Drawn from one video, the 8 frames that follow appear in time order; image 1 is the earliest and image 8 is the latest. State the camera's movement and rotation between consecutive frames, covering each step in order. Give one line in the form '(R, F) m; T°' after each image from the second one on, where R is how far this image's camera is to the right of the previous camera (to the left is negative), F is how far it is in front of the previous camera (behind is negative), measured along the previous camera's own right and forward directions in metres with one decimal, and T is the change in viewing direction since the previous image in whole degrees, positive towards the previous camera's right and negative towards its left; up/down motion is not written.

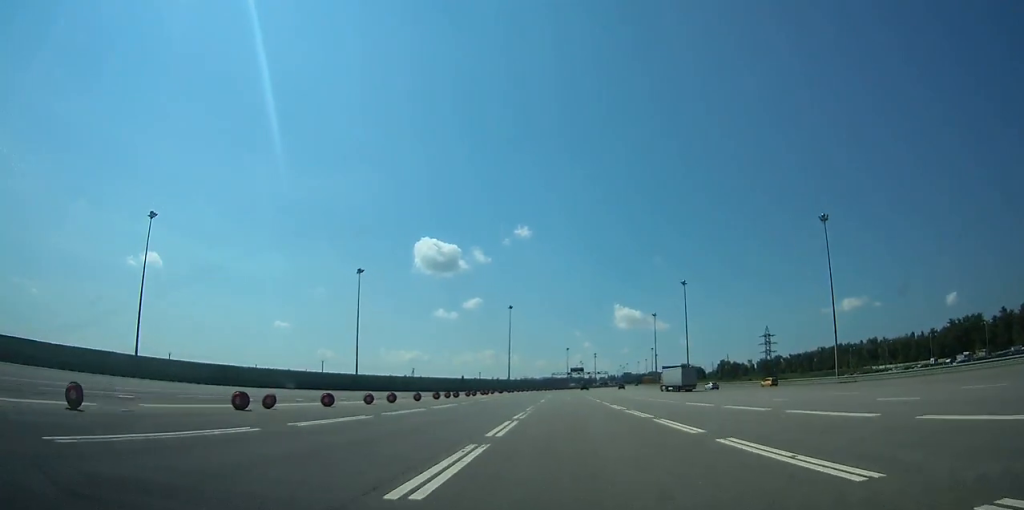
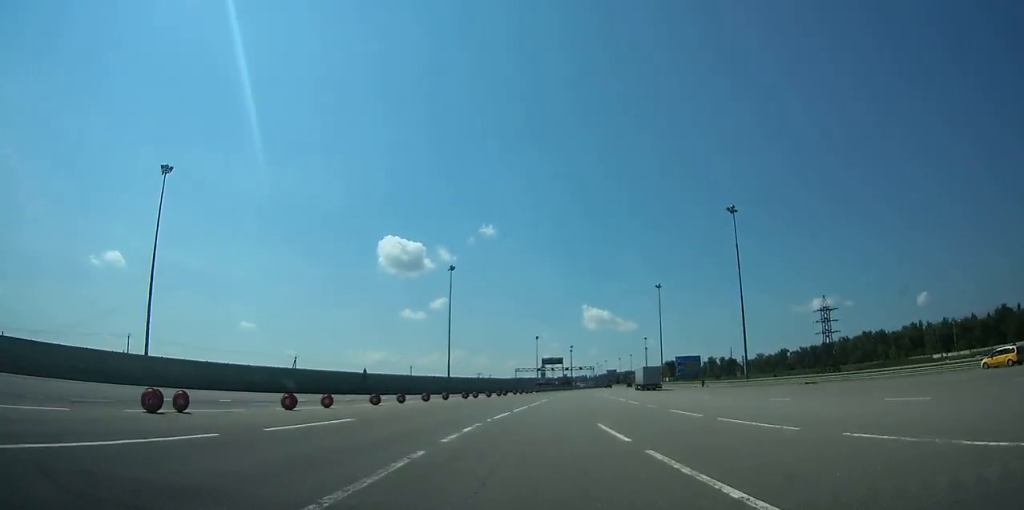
(+2.3, +75.1) m; +4°
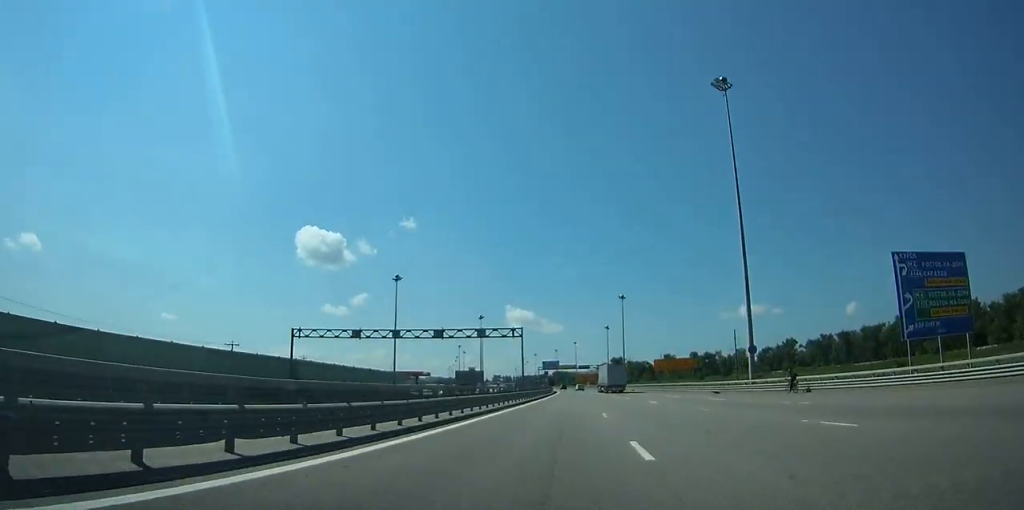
(+8.7, +131.9) m; +7°
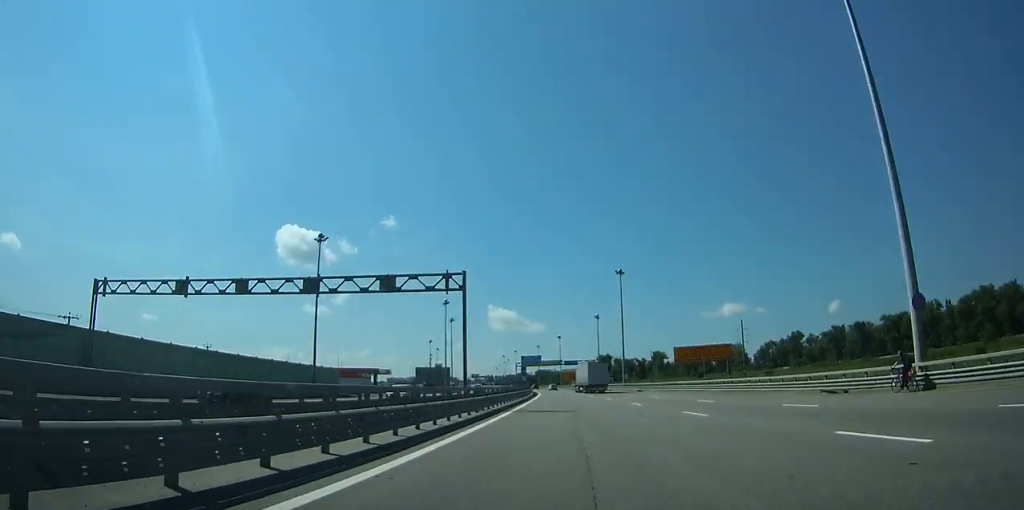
(+0.6, +28.8) m; +1°
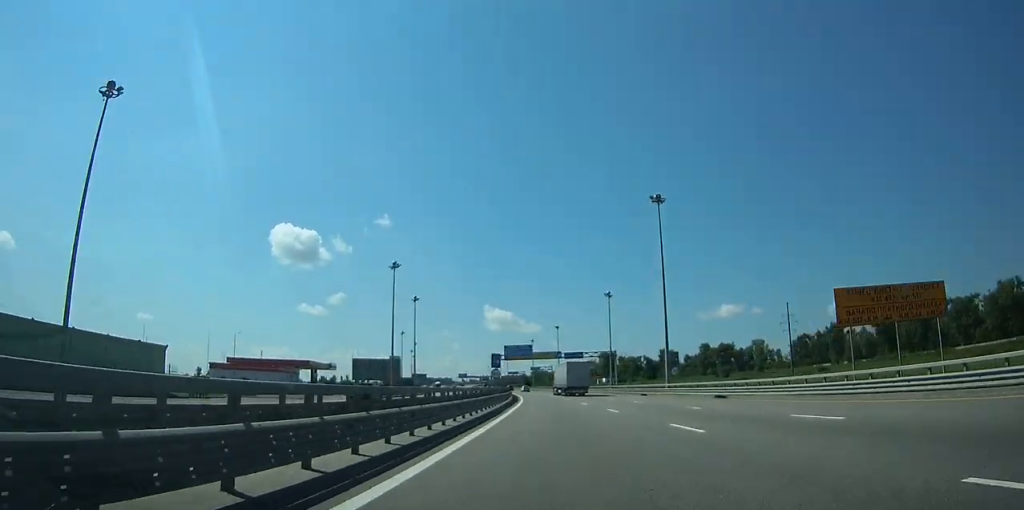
(0.0, +41.6) m; -1°
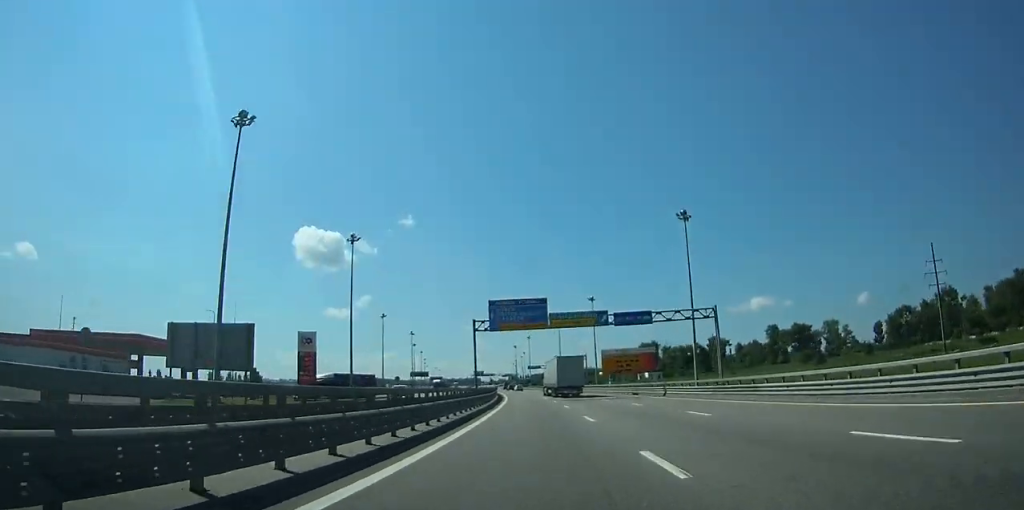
(-1.1, +52.6) m; -3°
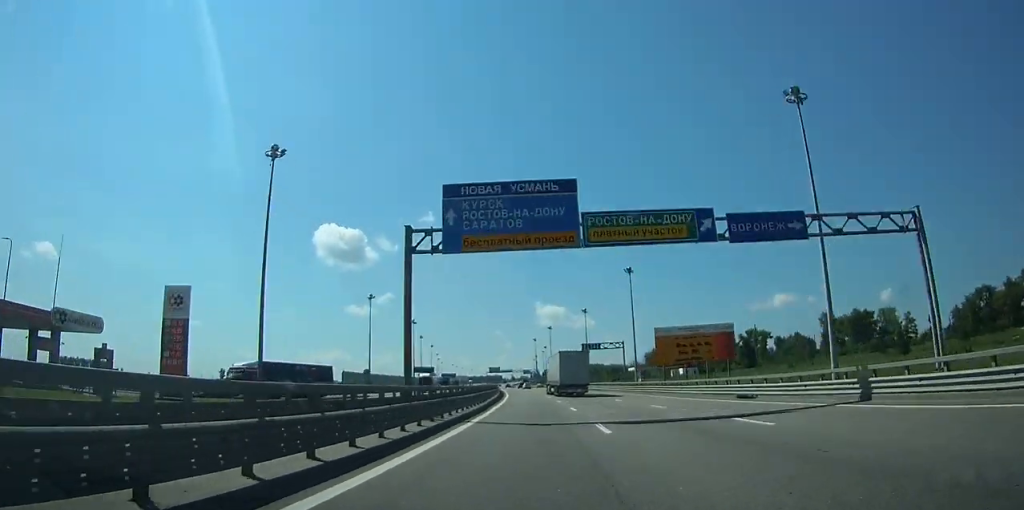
(-0.6, +27.8) m; -2°
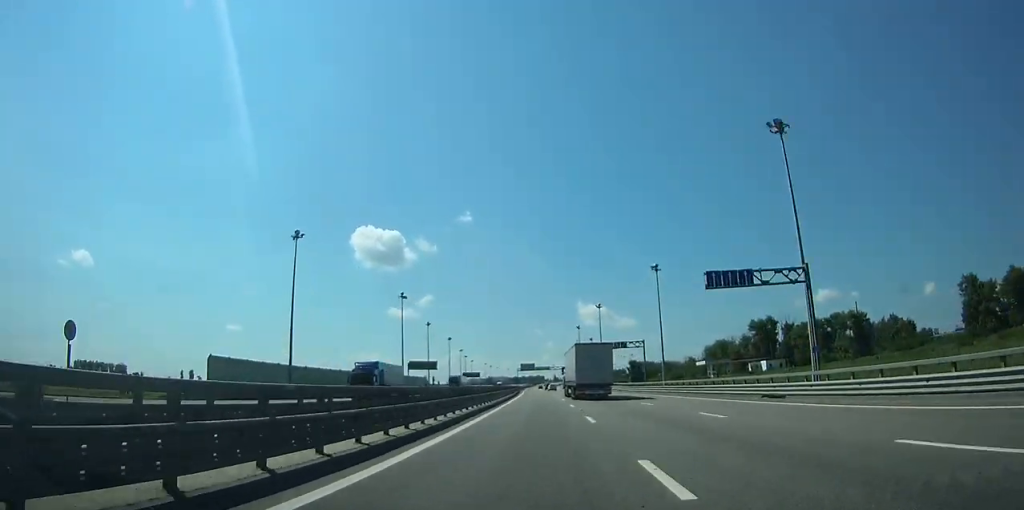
(-2.0, +56.0) m; -3°
